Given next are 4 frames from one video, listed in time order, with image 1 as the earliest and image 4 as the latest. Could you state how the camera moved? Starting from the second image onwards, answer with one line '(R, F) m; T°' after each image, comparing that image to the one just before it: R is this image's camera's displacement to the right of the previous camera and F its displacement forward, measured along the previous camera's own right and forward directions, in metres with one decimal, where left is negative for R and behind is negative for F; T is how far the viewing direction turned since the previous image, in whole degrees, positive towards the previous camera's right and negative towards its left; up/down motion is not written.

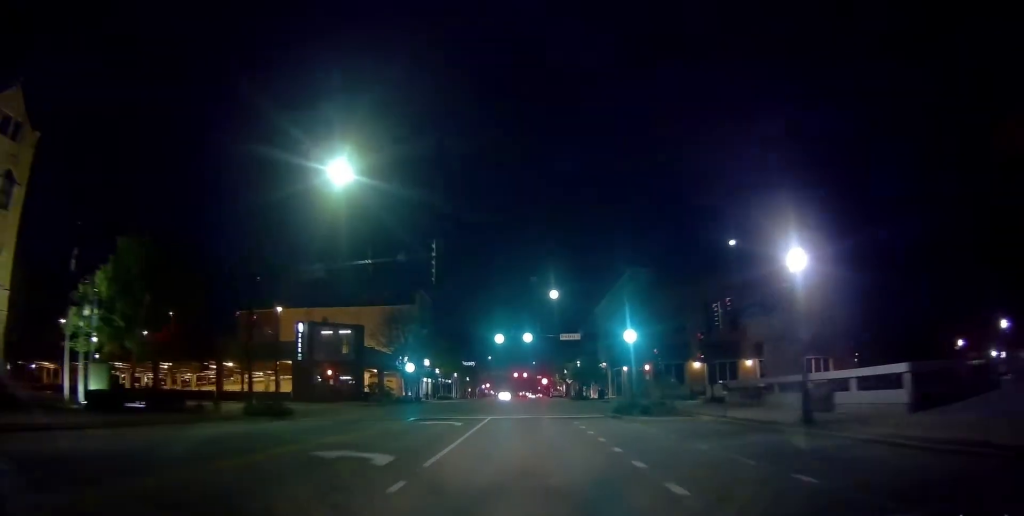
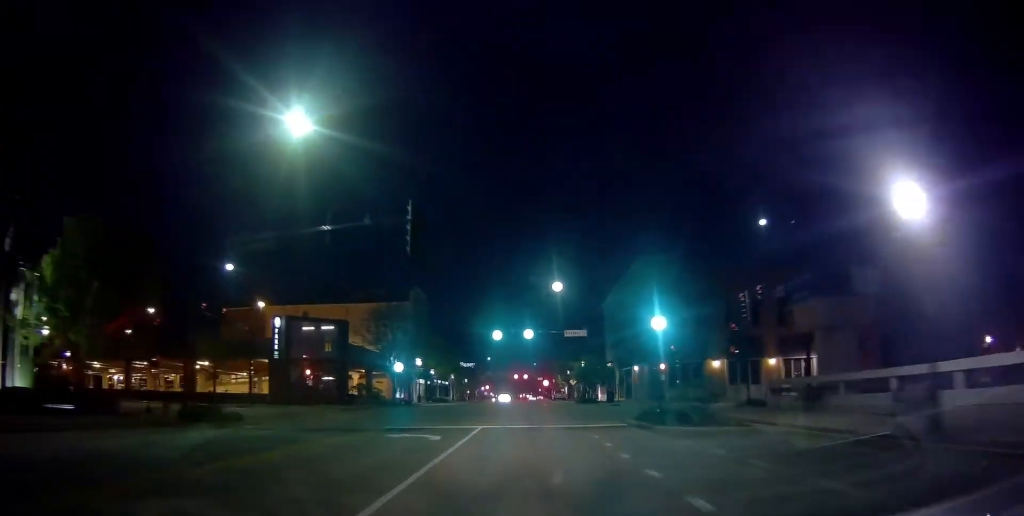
(0.0, +5.9) m; 0°
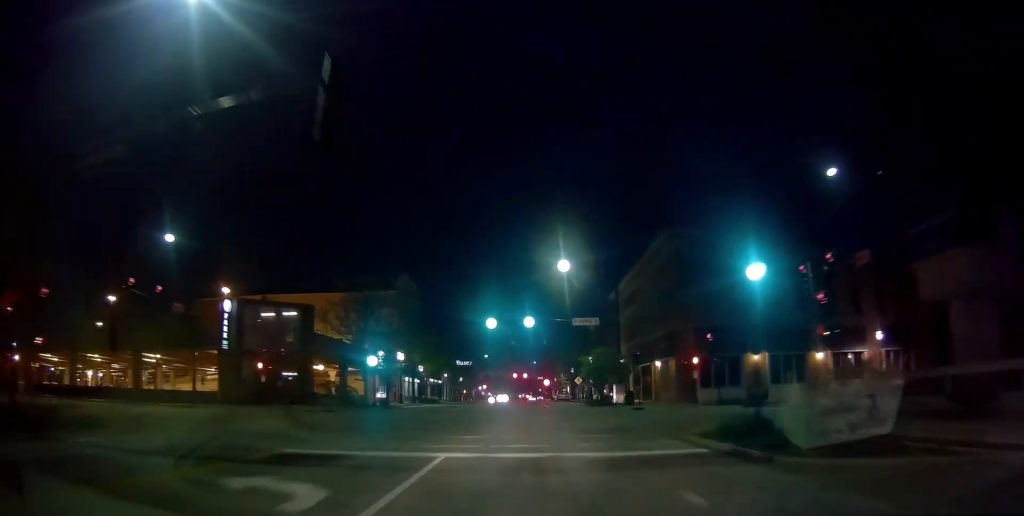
(0.0, +9.2) m; 0°
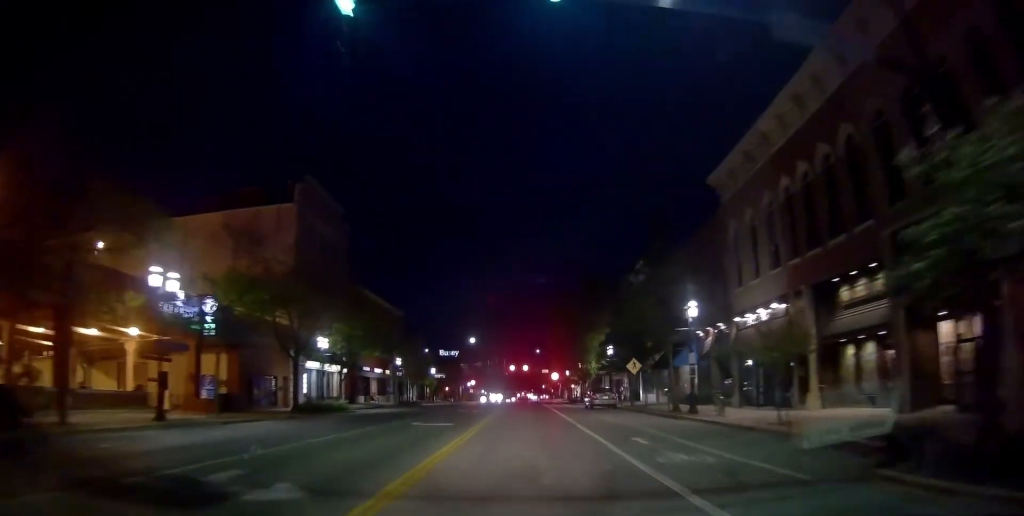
(-1.1, +39.4) m; 0°
